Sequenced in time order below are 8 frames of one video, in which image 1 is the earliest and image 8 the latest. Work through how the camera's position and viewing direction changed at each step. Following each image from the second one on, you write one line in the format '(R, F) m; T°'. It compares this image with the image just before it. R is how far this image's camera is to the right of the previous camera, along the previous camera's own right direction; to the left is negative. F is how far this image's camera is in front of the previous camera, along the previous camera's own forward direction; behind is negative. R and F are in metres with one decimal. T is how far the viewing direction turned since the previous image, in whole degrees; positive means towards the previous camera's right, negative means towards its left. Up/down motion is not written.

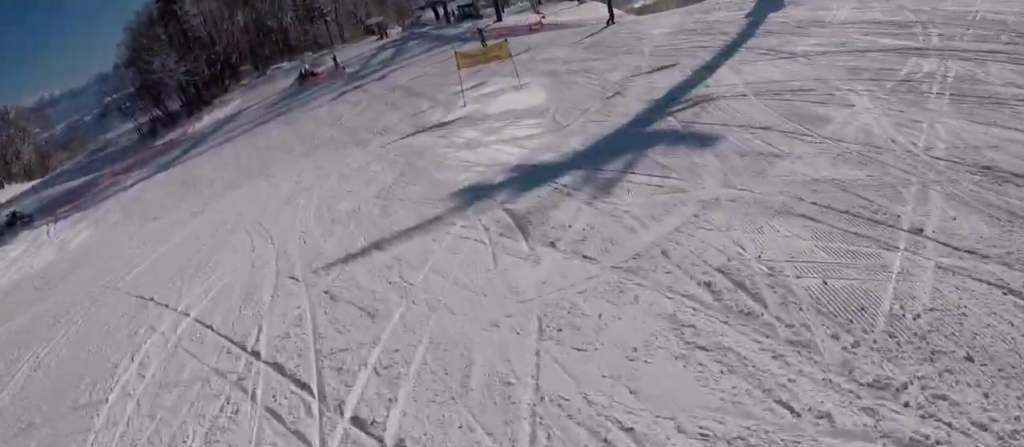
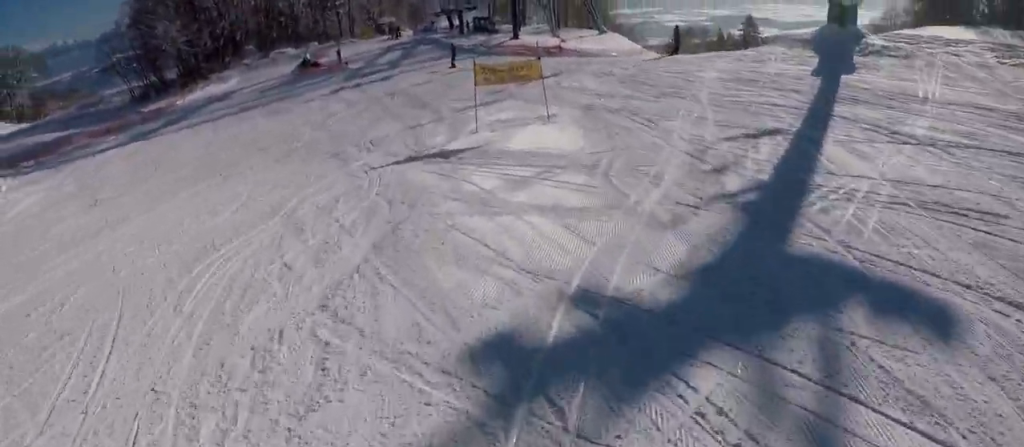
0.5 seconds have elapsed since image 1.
(-0.1, +4.3) m; -4°
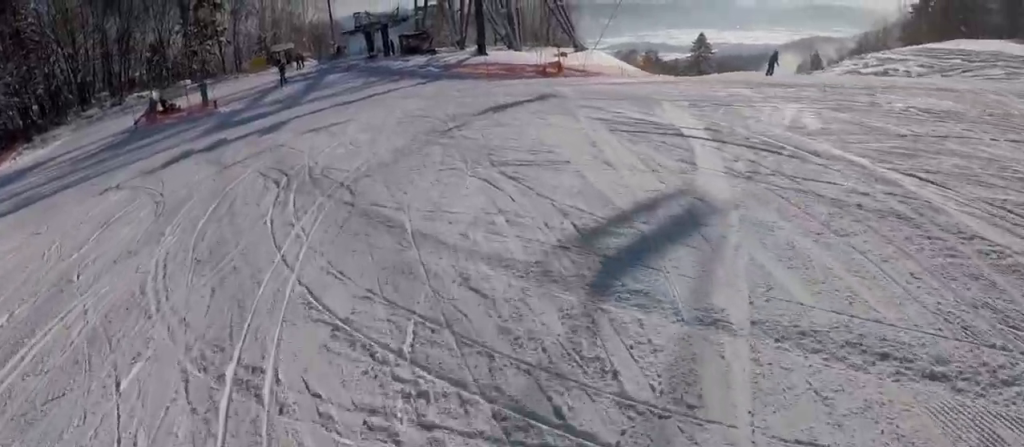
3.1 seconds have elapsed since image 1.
(-1.0, +21.8) m; +12°
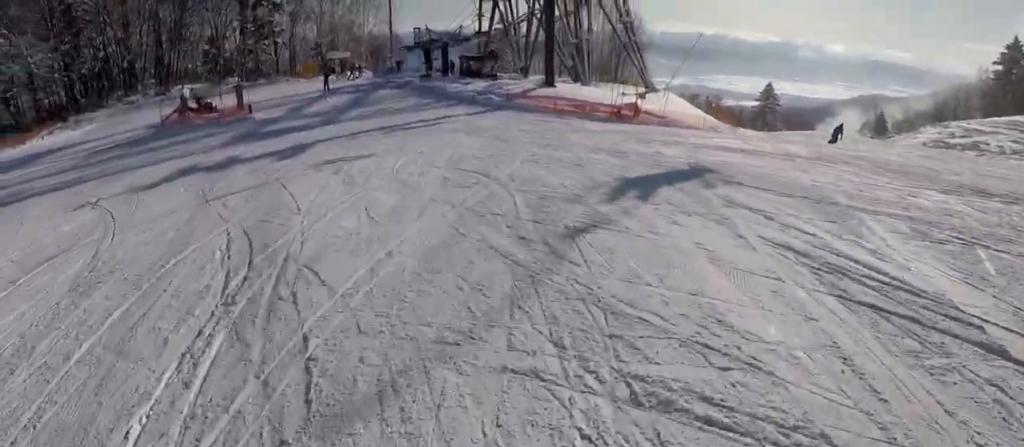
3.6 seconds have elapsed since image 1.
(+0.6, +4.3) m; -16°
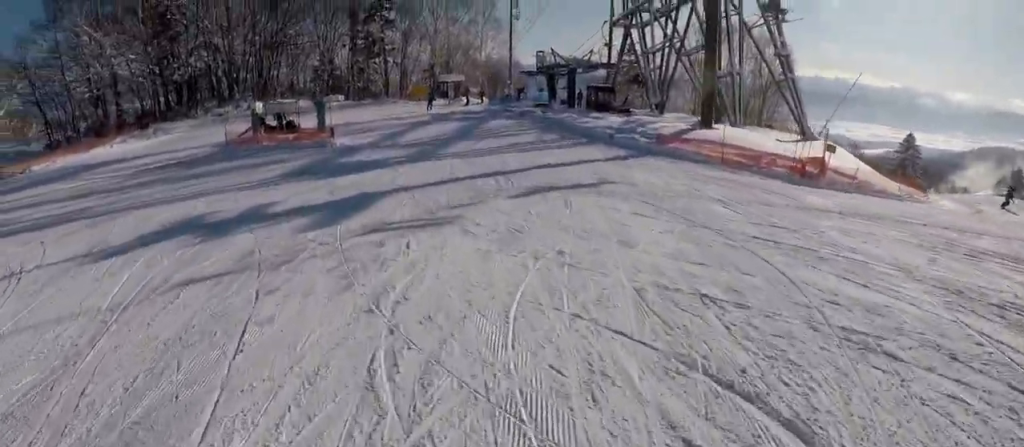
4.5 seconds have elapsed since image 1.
(-1.3, +5.7) m; -12°
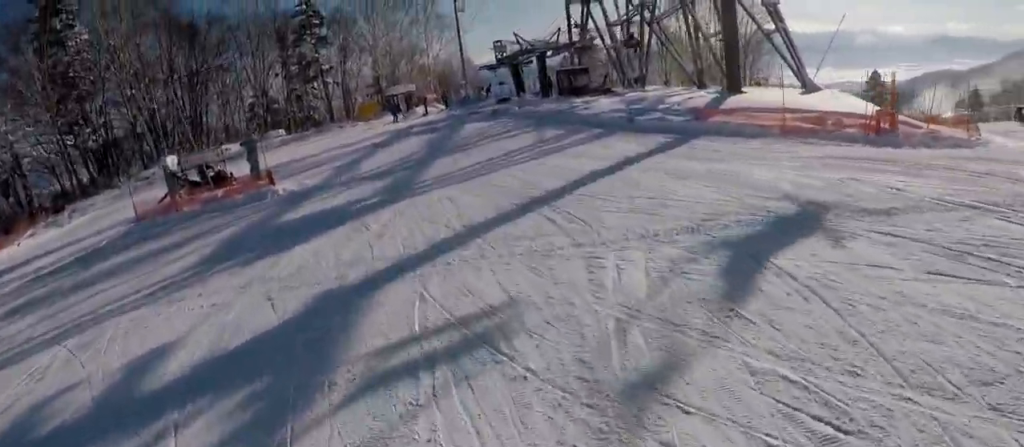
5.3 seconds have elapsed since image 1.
(-1.7, +5.0) m; +11°
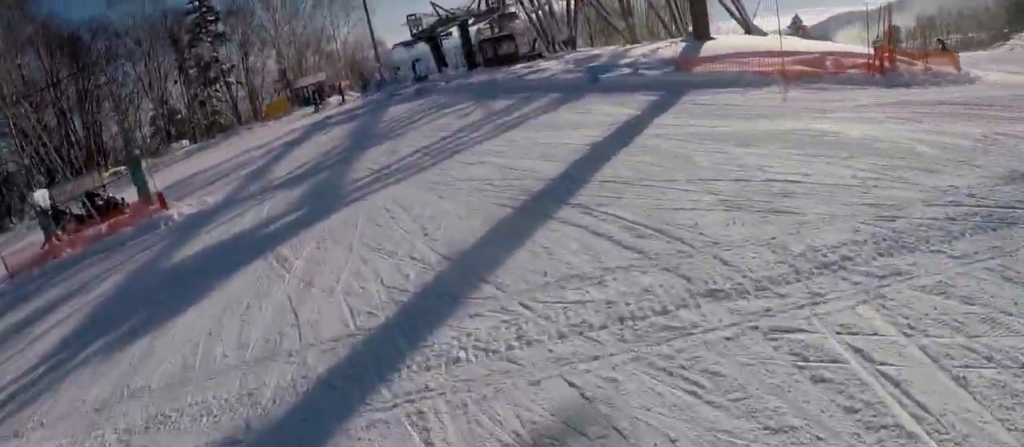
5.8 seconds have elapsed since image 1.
(+2.0, +3.3) m; +19°
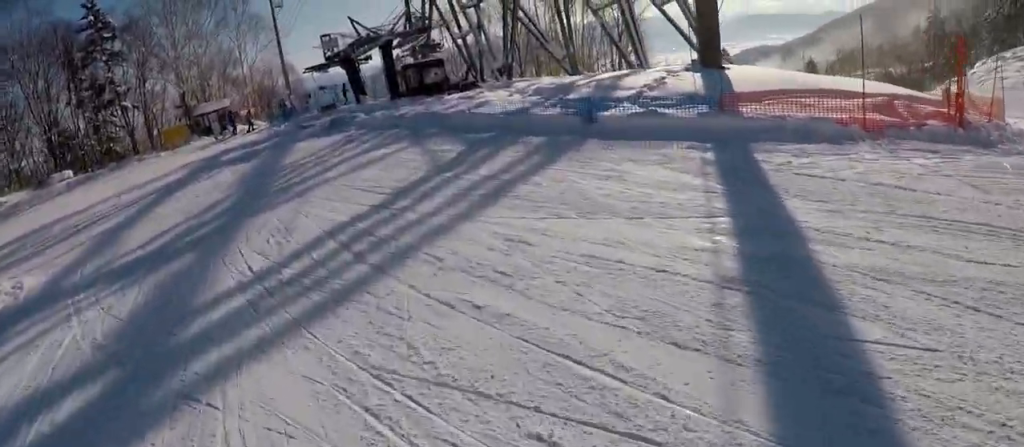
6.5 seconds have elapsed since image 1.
(+1.4, +6.2) m; +9°
